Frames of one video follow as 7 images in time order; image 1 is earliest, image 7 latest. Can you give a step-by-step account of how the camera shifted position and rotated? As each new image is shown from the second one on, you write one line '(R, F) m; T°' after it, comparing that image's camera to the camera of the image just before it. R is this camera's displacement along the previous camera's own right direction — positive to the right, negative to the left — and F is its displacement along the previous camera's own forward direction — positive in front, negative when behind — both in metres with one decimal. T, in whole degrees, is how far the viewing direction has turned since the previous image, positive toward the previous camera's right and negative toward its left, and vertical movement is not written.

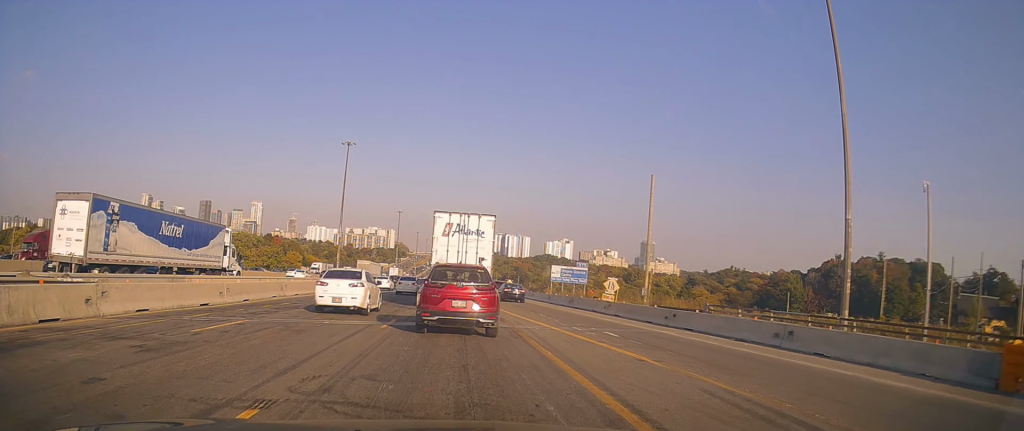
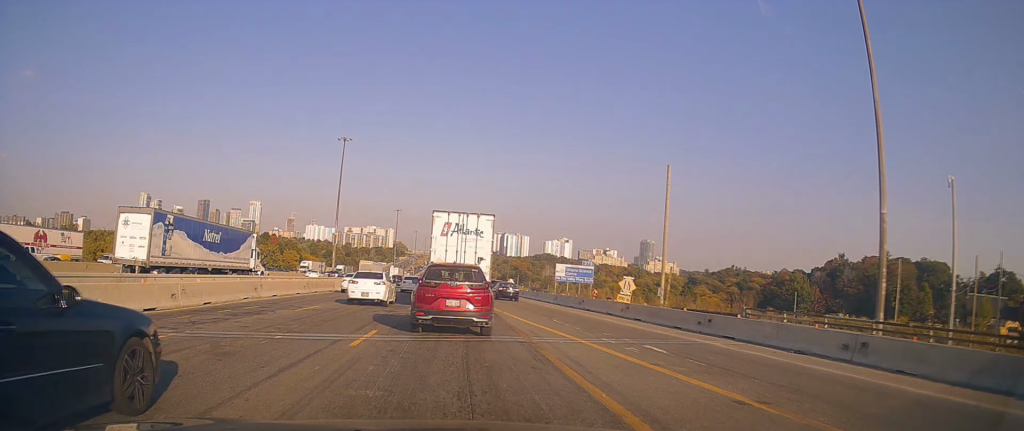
(-0.3, +4.0) m; 0°
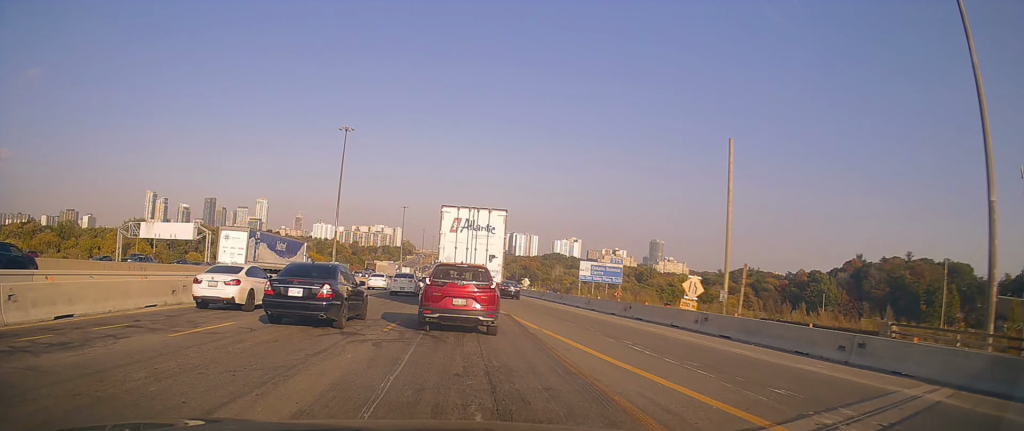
(+0.2, +9.1) m; +3°
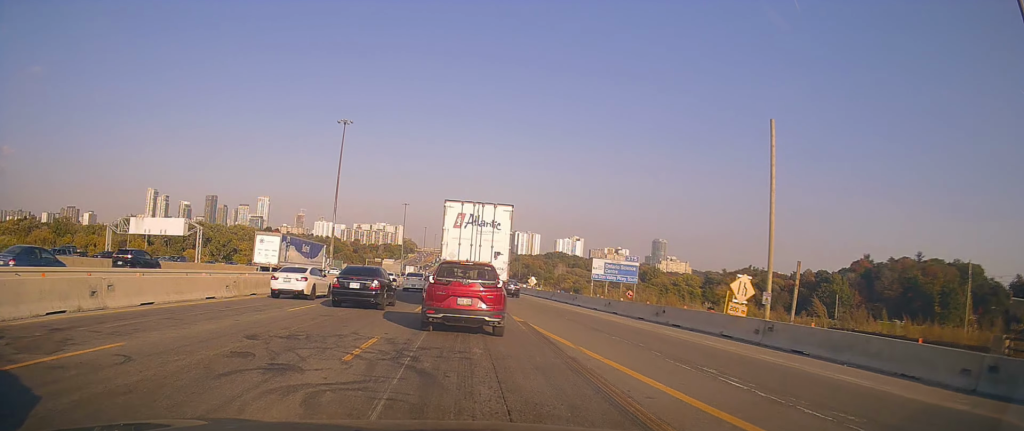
(0.0, +4.4) m; -4°
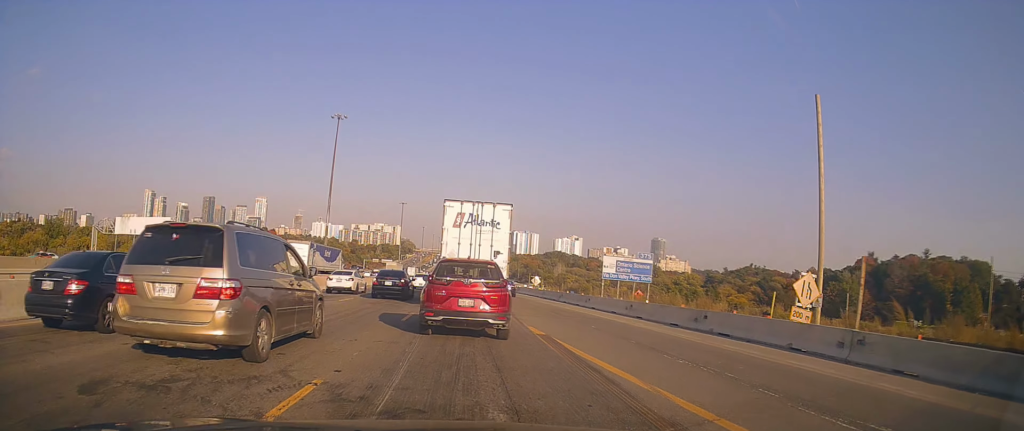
(-0.3, +4.7) m; -2°
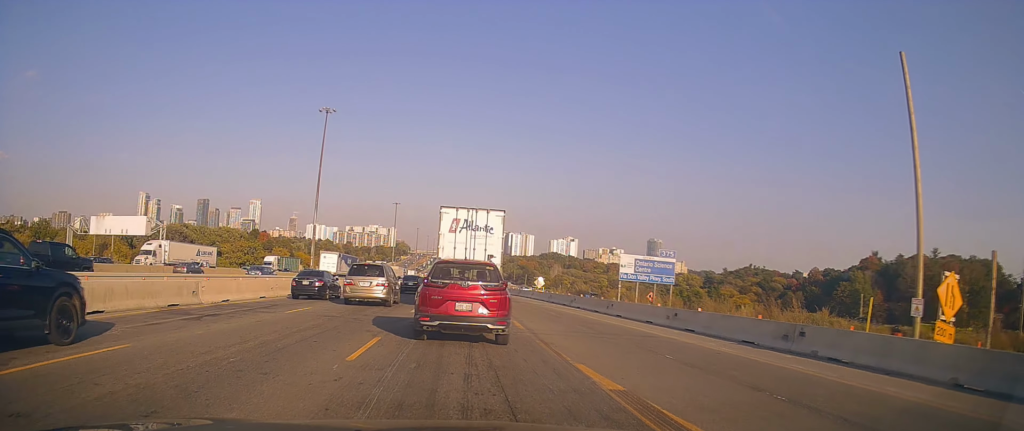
(+0.5, +7.2) m; +4°
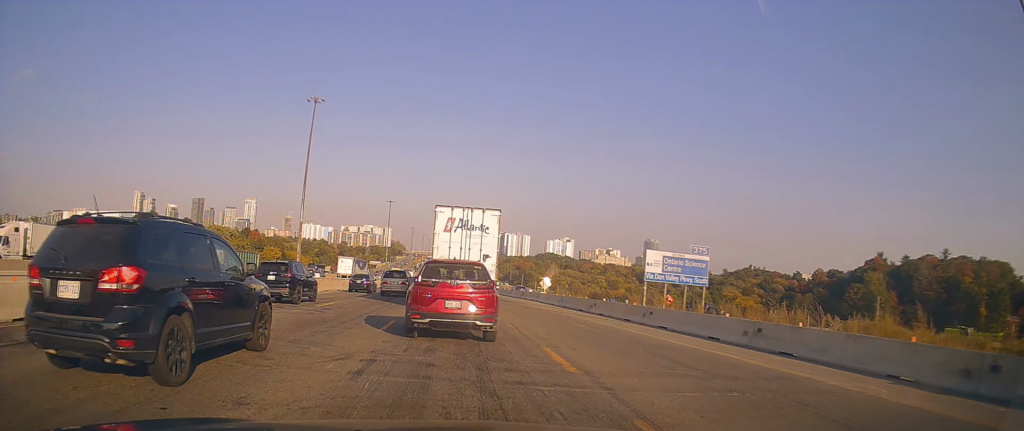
(-0.7, +7.1) m; -4°
